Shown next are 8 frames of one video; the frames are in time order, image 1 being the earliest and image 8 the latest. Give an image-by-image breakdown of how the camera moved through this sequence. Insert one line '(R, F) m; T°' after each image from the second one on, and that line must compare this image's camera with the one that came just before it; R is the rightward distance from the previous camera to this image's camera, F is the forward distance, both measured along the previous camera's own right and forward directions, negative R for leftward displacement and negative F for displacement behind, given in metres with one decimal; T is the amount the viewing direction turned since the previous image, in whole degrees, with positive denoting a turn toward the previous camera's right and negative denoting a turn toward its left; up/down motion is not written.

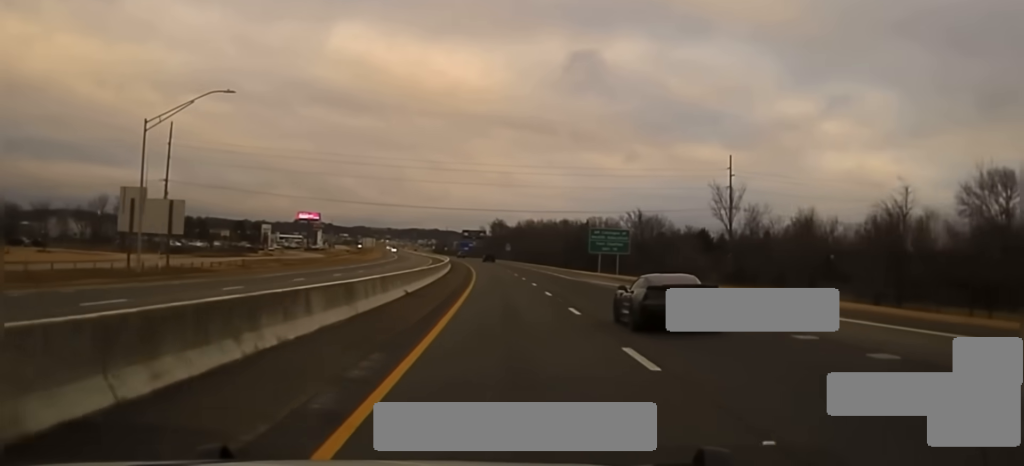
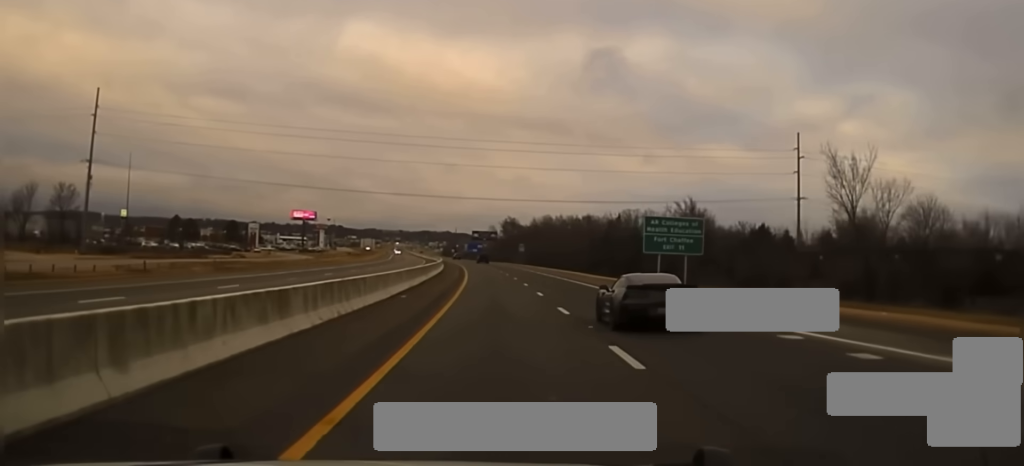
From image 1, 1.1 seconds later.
(-0.6, +36.7) m; -1°
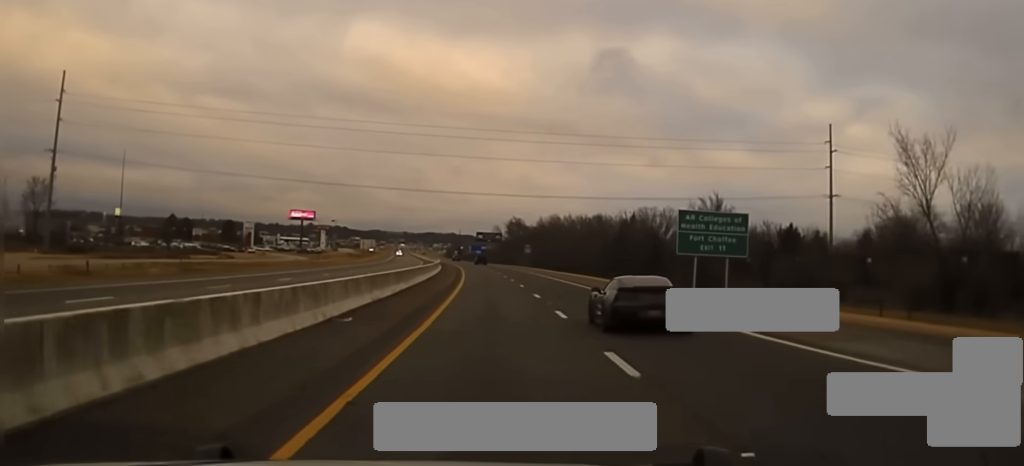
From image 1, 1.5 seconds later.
(-0.1, +12.8) m; 0°
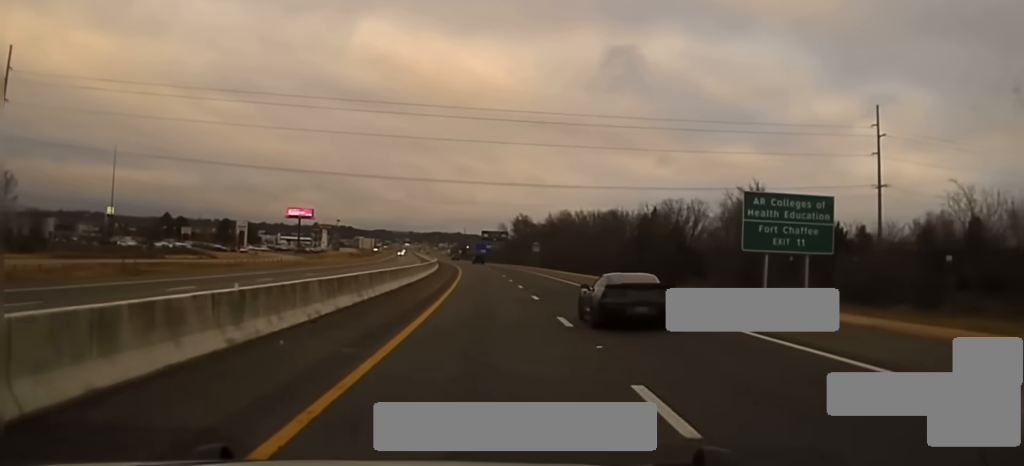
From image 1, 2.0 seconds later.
(0.0, +16.0) m; 0°
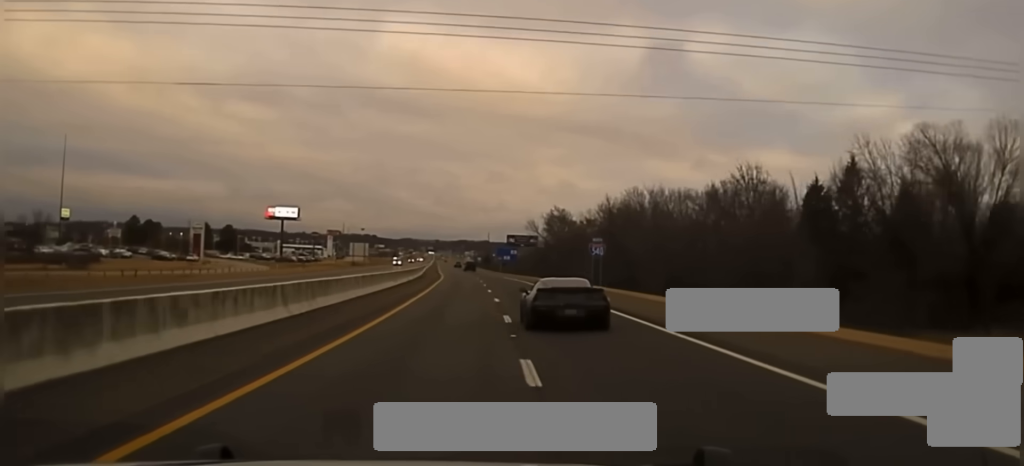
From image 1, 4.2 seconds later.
(-0.6, +69.6) m; -1°
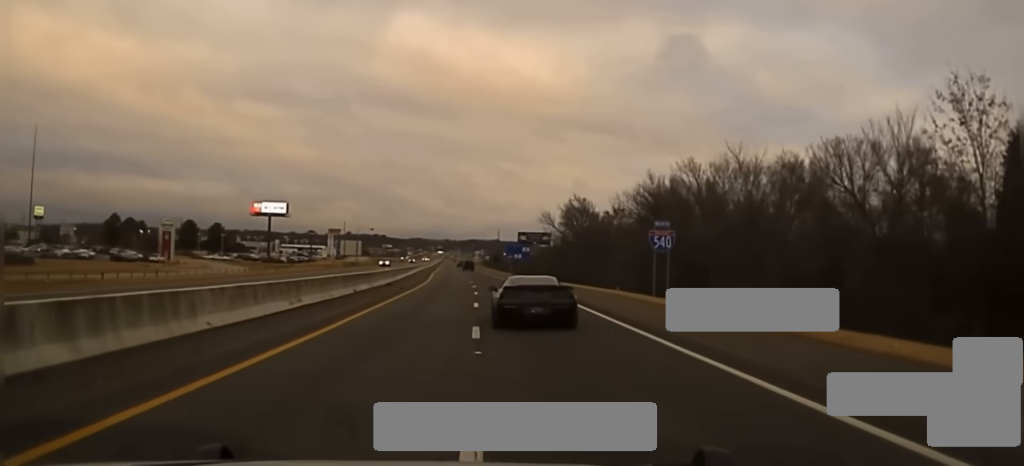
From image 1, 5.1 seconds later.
(-0.2, +28.8) m; -1°
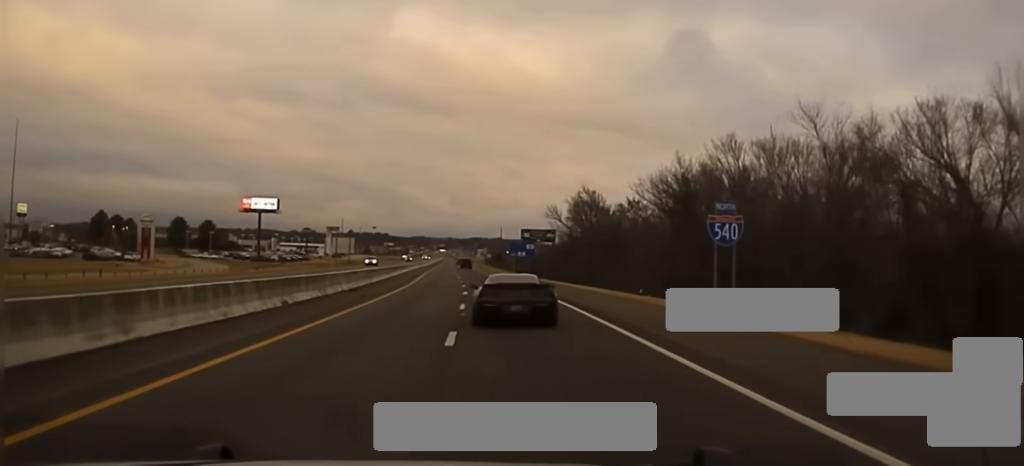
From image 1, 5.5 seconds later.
(-0.3, +15.1) m; 0°
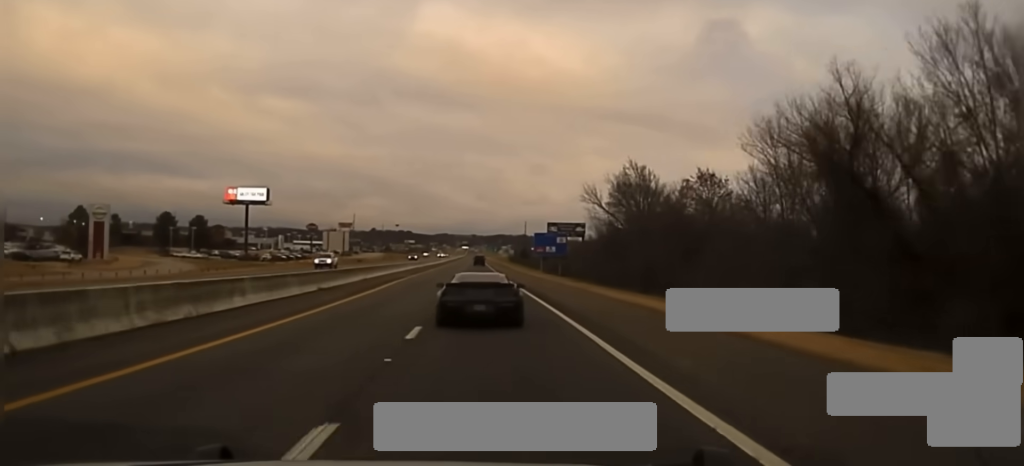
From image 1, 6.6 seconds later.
(+0.2, +35.2) m; -1°
